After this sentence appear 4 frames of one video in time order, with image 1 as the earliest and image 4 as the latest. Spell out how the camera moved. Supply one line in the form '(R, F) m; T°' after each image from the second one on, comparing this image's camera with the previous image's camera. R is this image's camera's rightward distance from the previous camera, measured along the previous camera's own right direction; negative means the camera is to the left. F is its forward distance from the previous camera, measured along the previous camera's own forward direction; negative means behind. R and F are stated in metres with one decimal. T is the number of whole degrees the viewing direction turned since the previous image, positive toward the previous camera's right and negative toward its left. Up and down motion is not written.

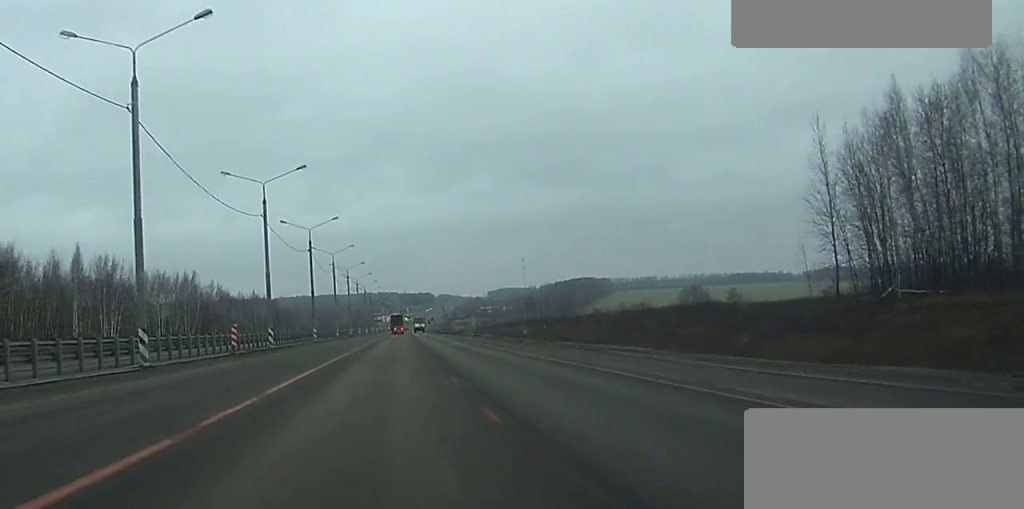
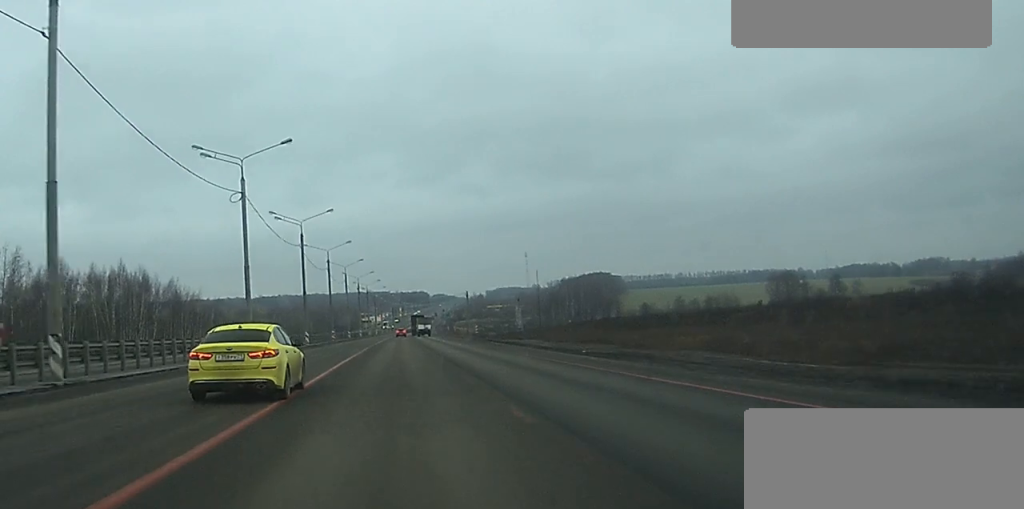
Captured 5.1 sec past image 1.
(+0.6, +135.9) m; +1°
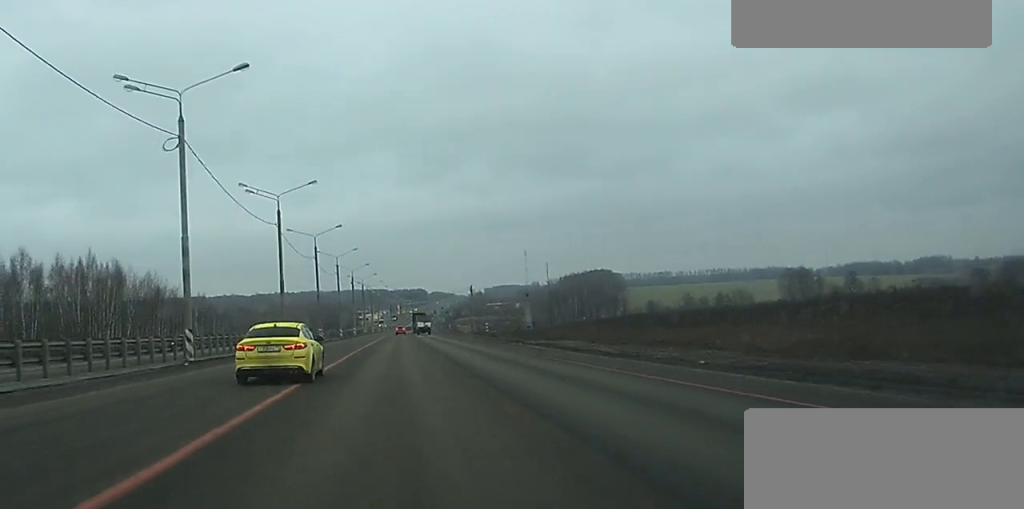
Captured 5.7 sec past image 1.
(0.0, +15.5) m; 0°
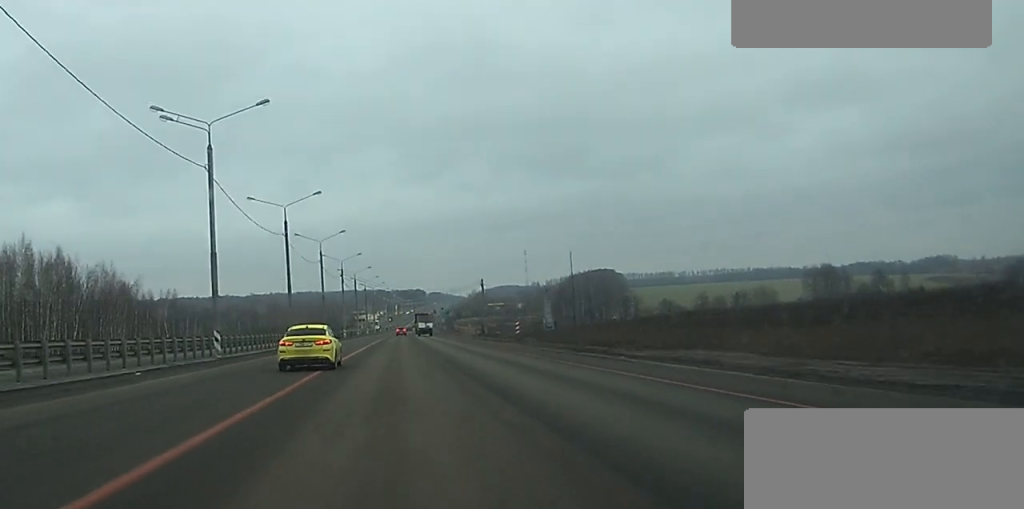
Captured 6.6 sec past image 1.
(-0.1, +25.7) m; 0°
